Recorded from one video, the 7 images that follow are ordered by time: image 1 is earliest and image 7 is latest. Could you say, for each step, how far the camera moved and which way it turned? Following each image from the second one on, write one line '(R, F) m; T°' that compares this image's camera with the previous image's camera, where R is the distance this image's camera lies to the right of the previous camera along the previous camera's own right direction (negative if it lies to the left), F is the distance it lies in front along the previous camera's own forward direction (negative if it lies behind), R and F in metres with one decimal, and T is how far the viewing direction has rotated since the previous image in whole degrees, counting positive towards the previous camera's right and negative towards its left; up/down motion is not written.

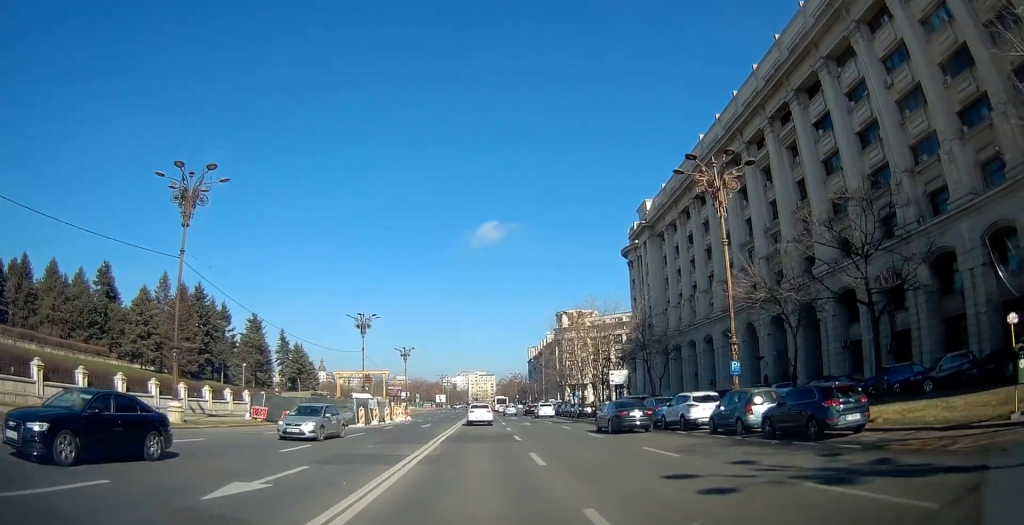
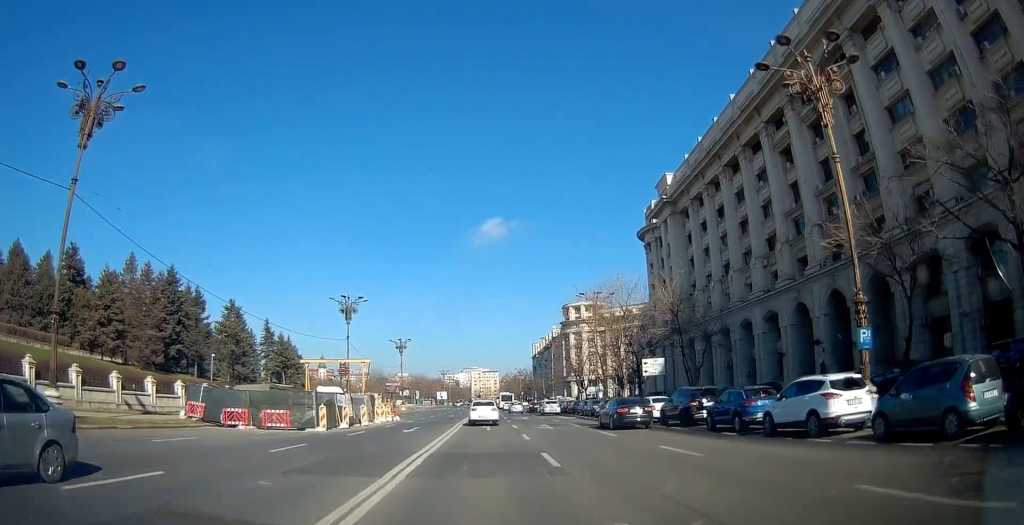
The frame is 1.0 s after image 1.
(-0.1, +9.8) m; -1°
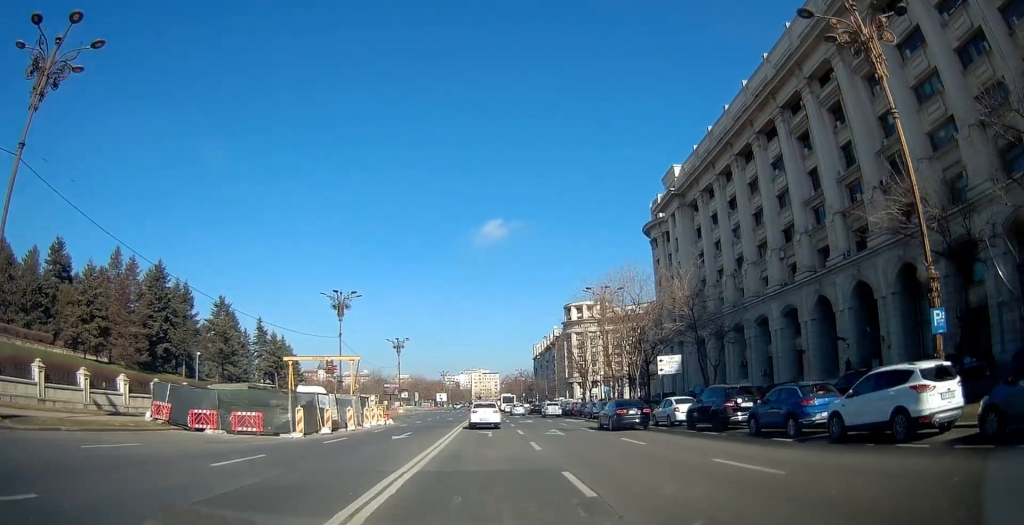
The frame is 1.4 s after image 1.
(0.0, +3.8) m; 0°
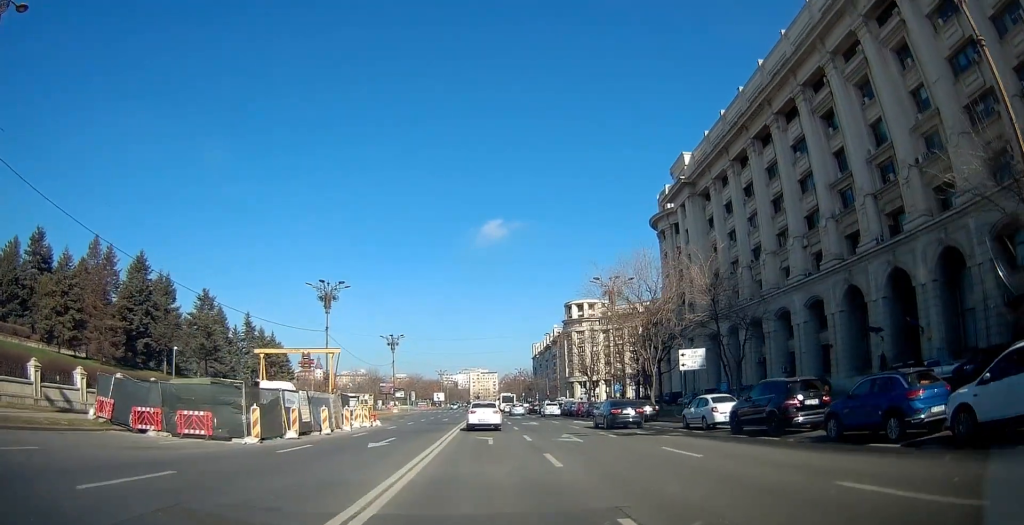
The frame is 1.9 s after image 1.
(0.0, +4.8) m; 0°
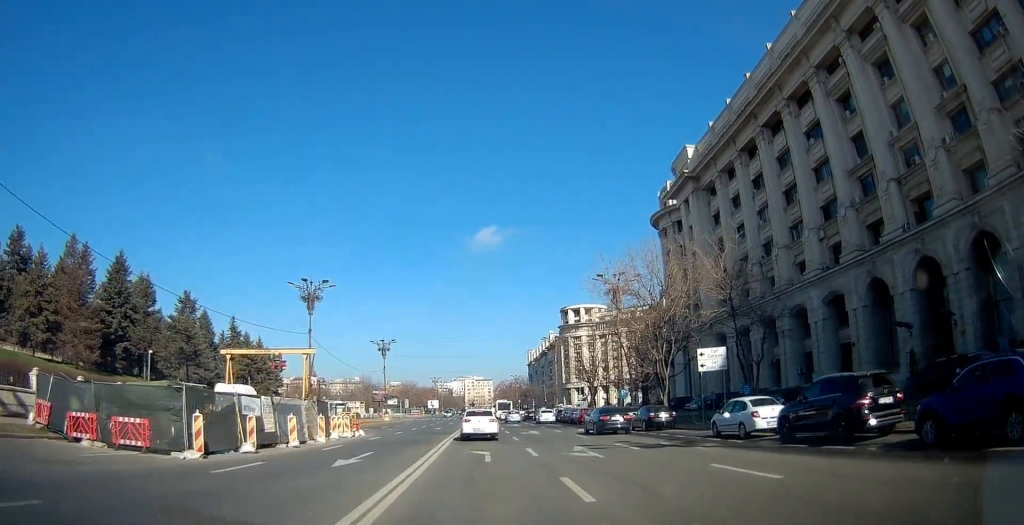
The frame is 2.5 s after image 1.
(0.0, +4.3) m; 0°
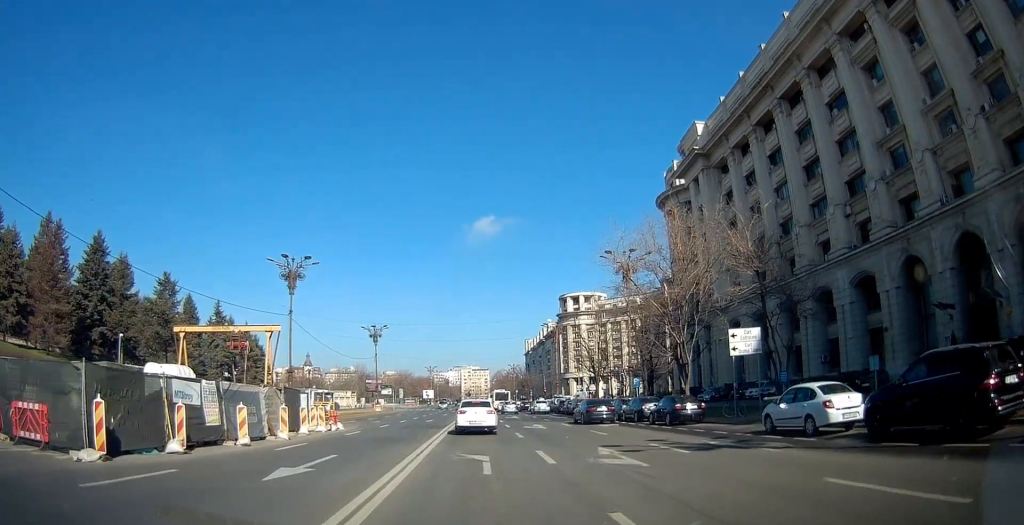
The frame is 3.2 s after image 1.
(0.0, +5.2) m; 0°
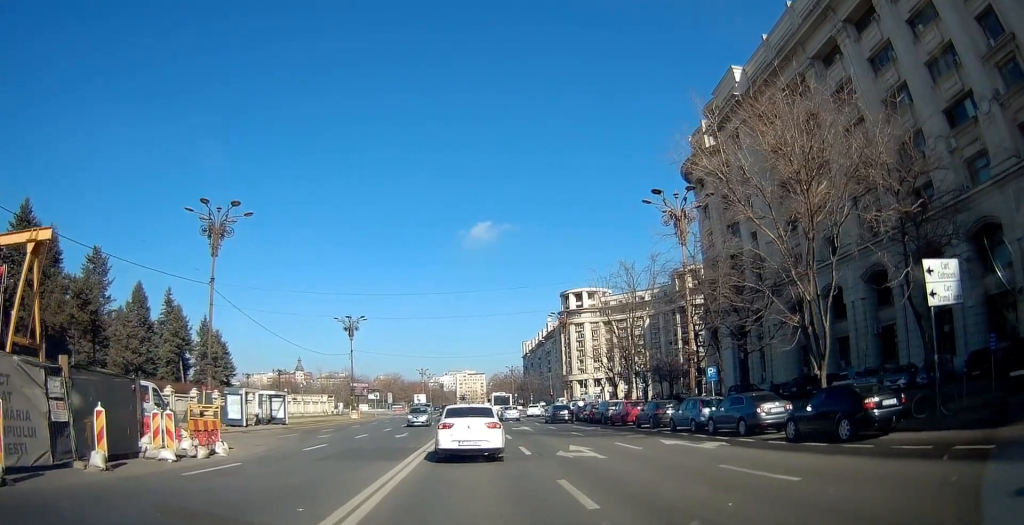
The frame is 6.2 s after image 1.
(+0.5, +14.0) m; +6°
